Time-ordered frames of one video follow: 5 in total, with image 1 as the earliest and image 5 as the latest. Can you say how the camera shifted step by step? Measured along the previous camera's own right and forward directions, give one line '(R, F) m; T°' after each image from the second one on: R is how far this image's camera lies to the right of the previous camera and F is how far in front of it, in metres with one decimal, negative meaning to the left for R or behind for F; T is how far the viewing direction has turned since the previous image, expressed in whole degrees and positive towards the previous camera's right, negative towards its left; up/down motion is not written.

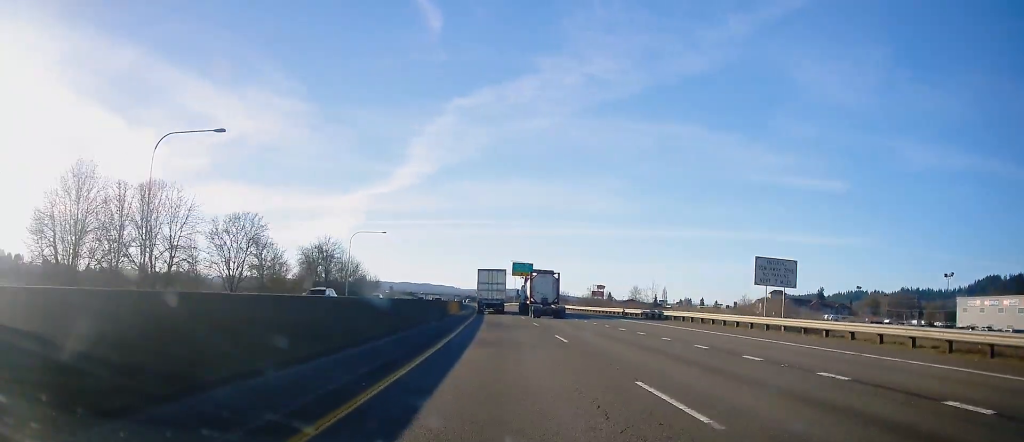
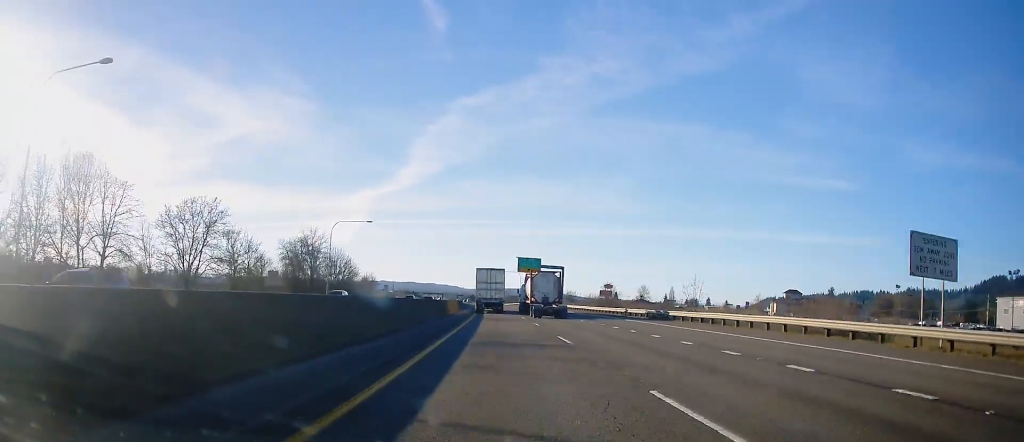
(-0.2, +13.3) m; -1°
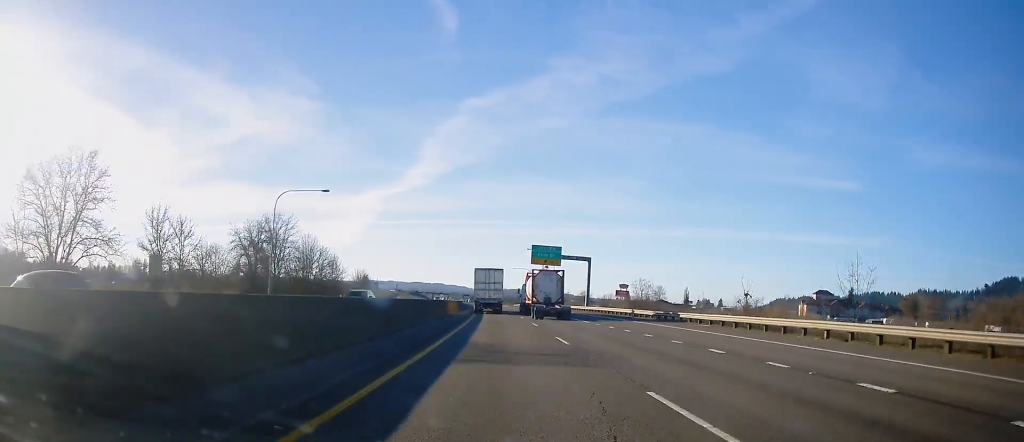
(-0.3, +24.5) m; -1°
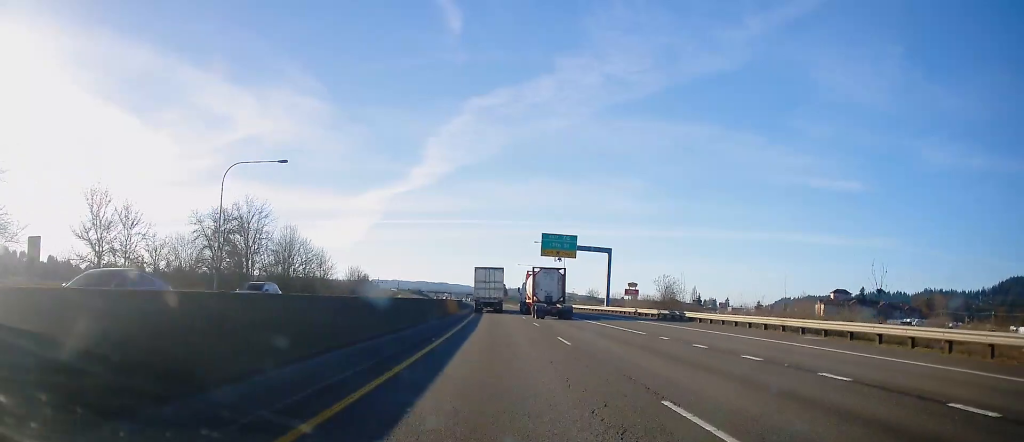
(0.0, +13.3) m; 0°
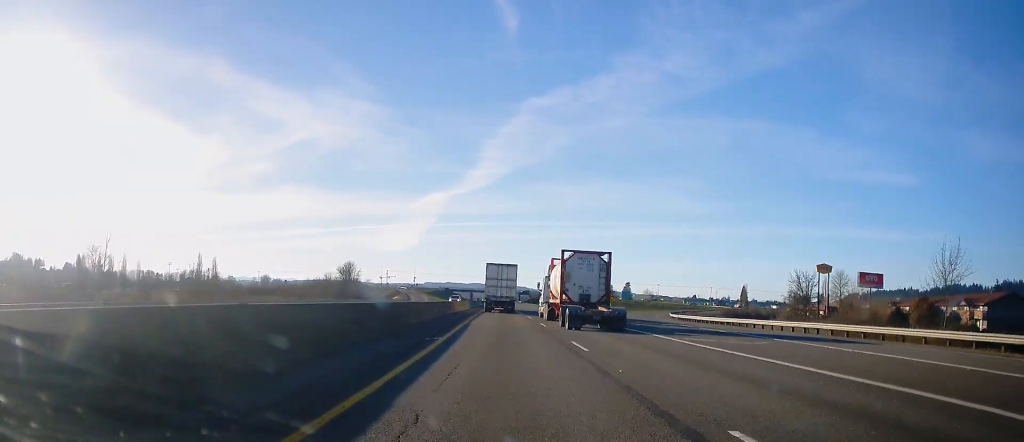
(-7.6, +174.2) m; -5°
